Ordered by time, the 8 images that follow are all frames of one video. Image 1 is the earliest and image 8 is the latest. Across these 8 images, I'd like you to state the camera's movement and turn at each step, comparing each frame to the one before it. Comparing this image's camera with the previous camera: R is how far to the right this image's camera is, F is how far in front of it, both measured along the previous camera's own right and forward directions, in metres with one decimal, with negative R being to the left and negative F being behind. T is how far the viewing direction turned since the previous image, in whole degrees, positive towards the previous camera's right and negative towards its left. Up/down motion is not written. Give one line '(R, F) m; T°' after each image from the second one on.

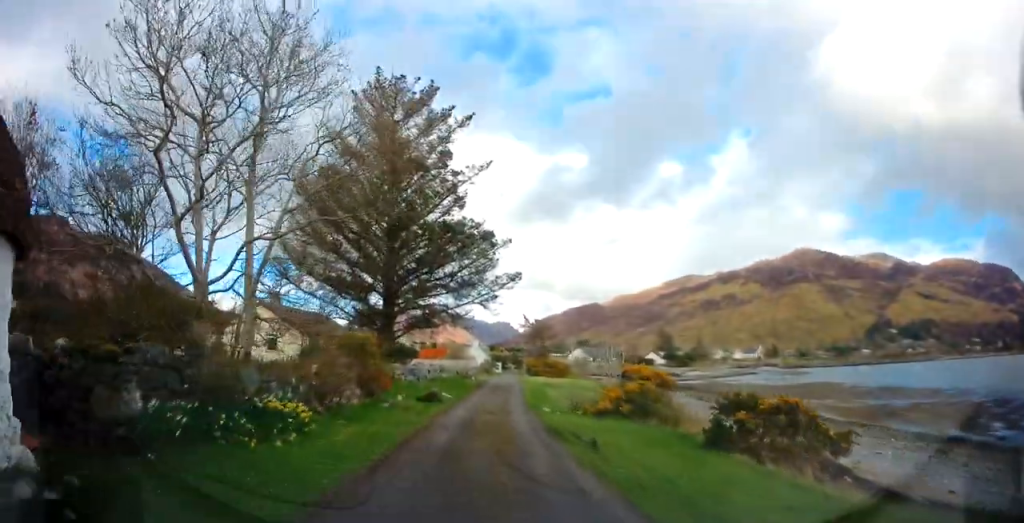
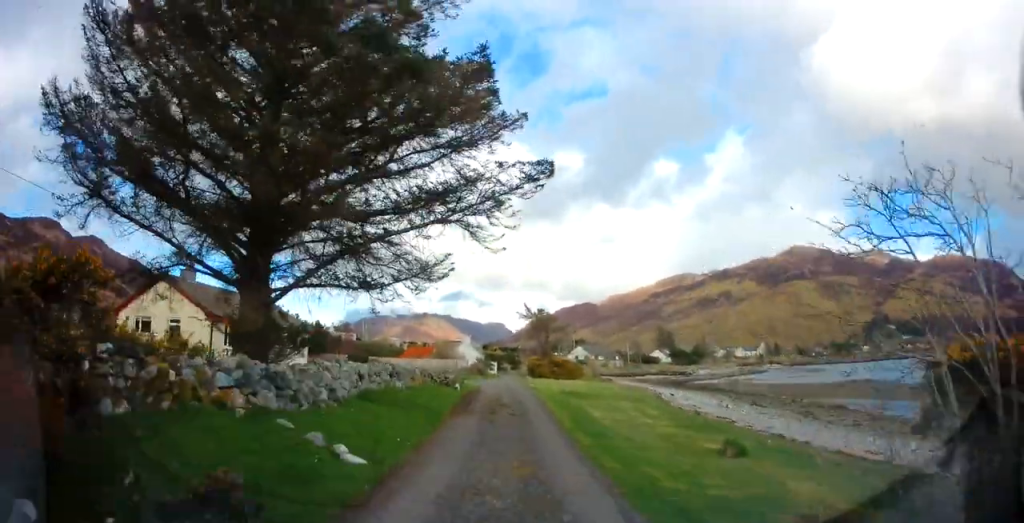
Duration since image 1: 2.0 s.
(-0.8, +14.3) m; -2°
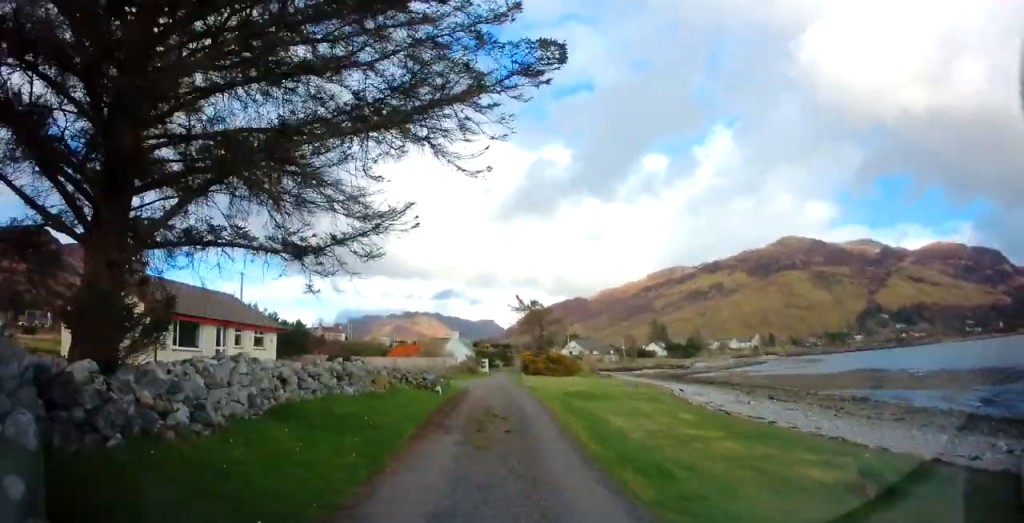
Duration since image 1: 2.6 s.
(+0.3, +4.7) m; +3°
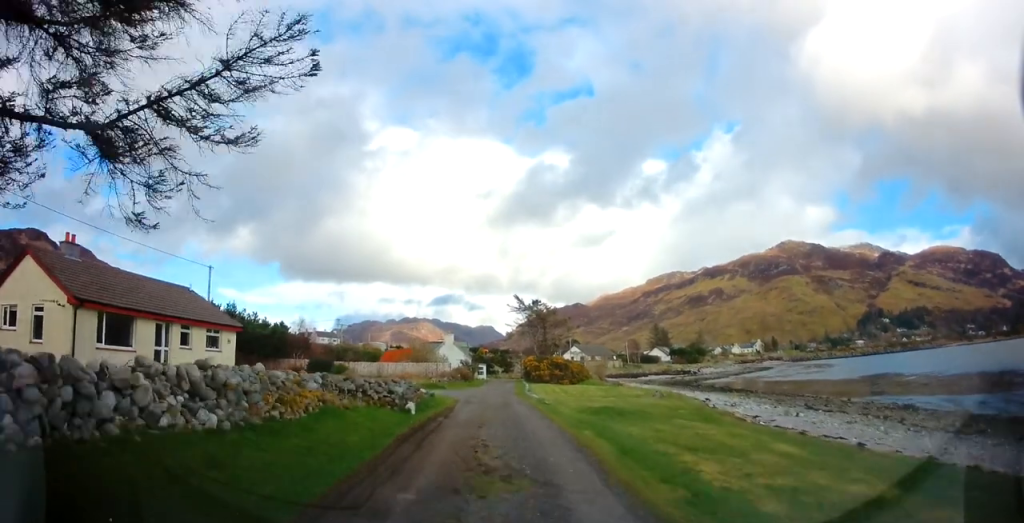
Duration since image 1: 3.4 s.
(+0.2, +6.1) m; -1°
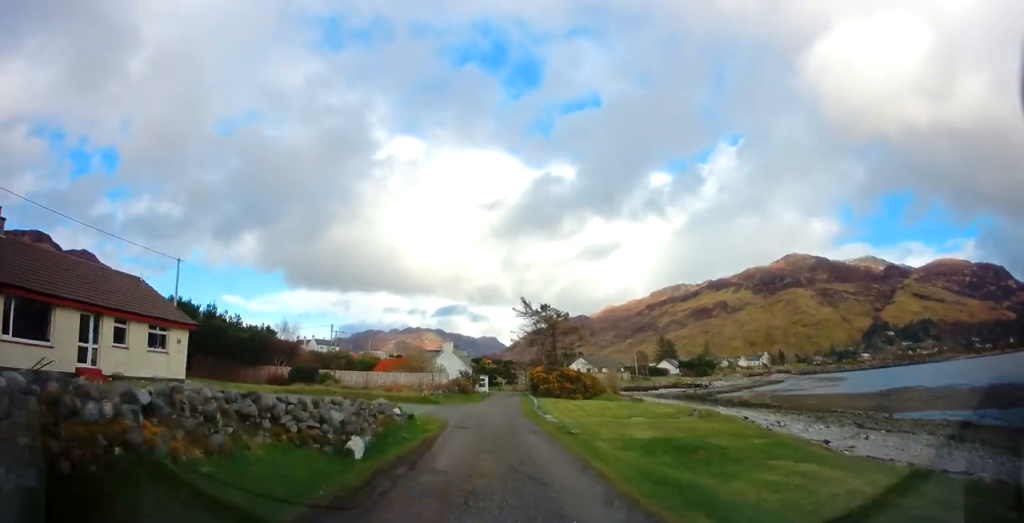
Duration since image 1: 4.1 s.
(-0.1, +6.1) m; -2°
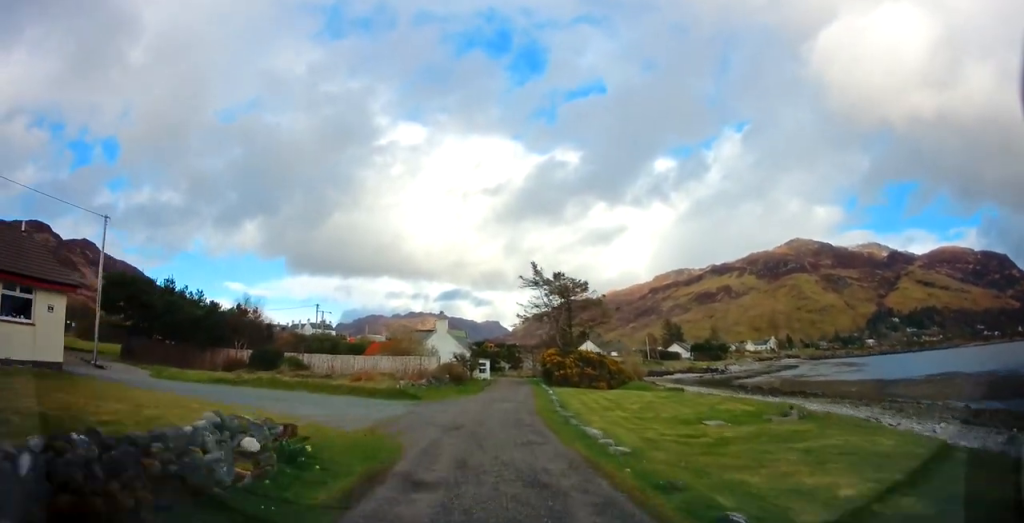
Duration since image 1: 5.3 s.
(-0.2, +9.3) m; +1°
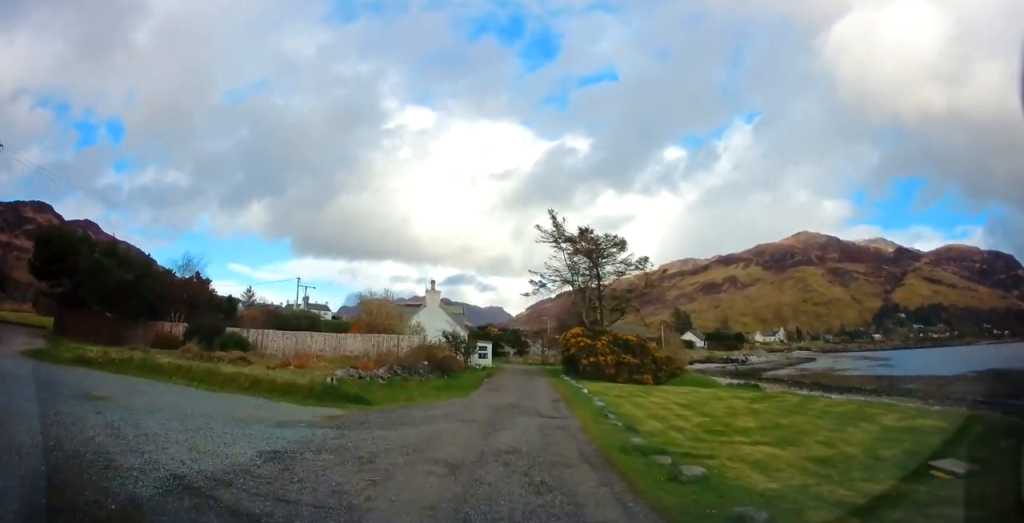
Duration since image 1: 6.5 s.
(+0.4, +10.1) m; +1°
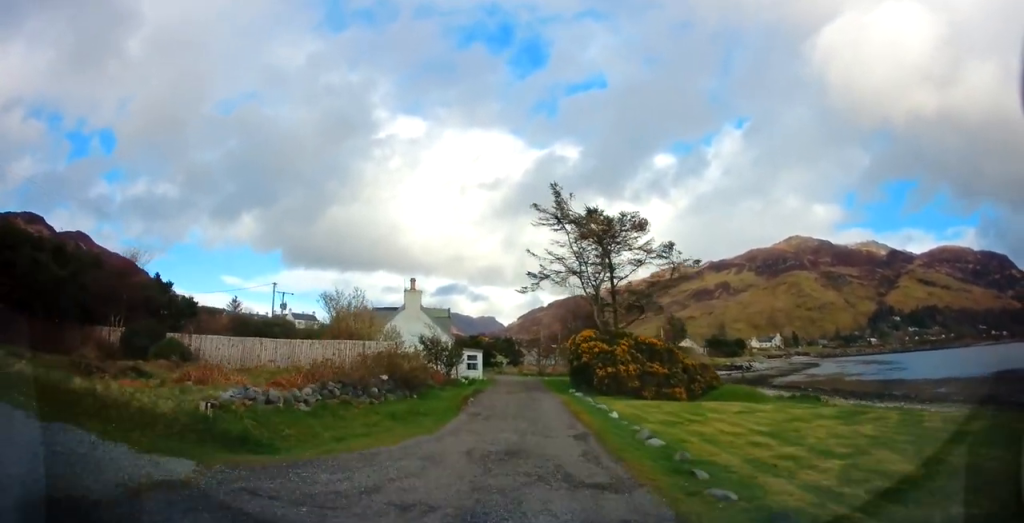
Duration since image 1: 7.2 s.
(-0.1, +5.4) m; -1°
